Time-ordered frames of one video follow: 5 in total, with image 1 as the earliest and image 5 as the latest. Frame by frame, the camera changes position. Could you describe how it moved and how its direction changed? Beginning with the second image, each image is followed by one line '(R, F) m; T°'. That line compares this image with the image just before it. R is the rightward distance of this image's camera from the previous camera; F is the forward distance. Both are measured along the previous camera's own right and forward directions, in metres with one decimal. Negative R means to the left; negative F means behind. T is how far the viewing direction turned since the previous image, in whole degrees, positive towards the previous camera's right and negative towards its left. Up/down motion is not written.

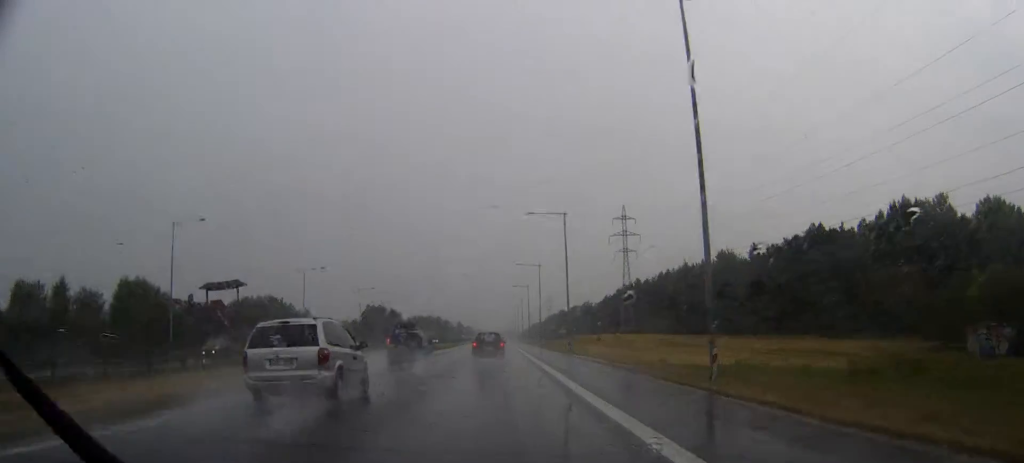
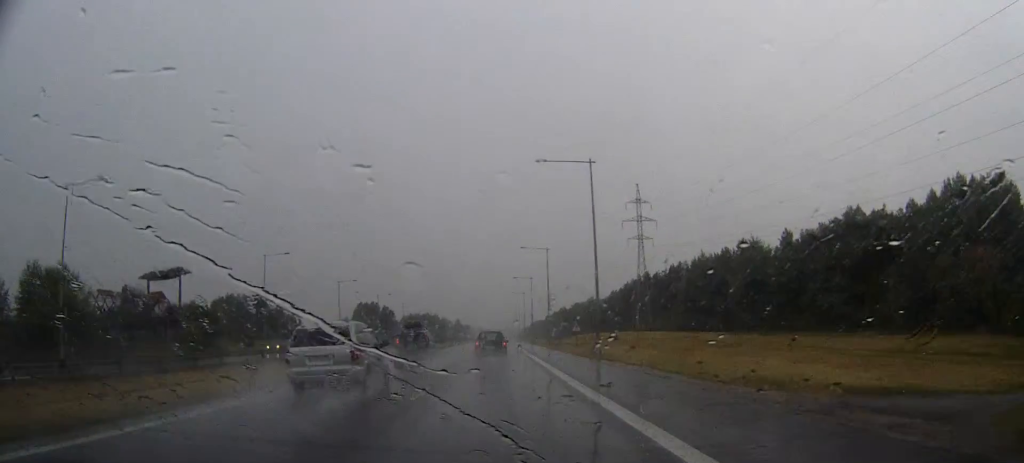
(0.0, +19.3) m; 0°
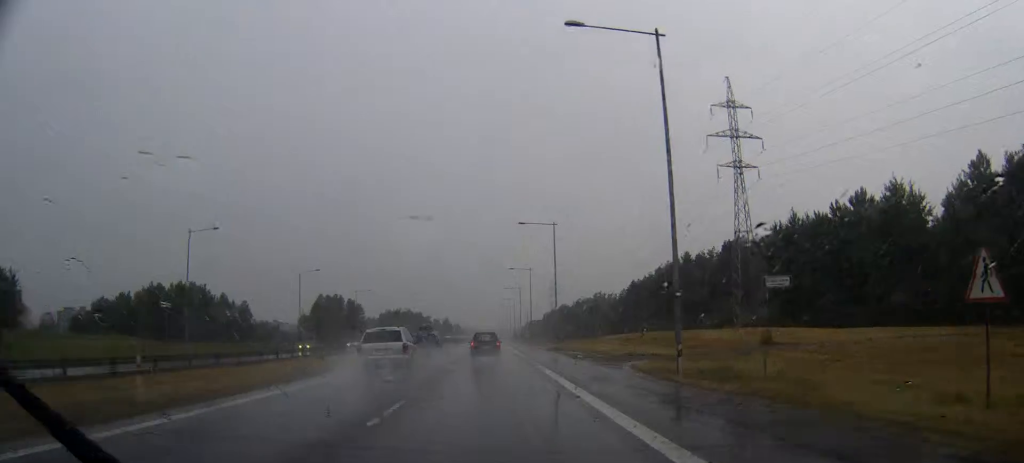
(+0.2, +67.1) m; +1°
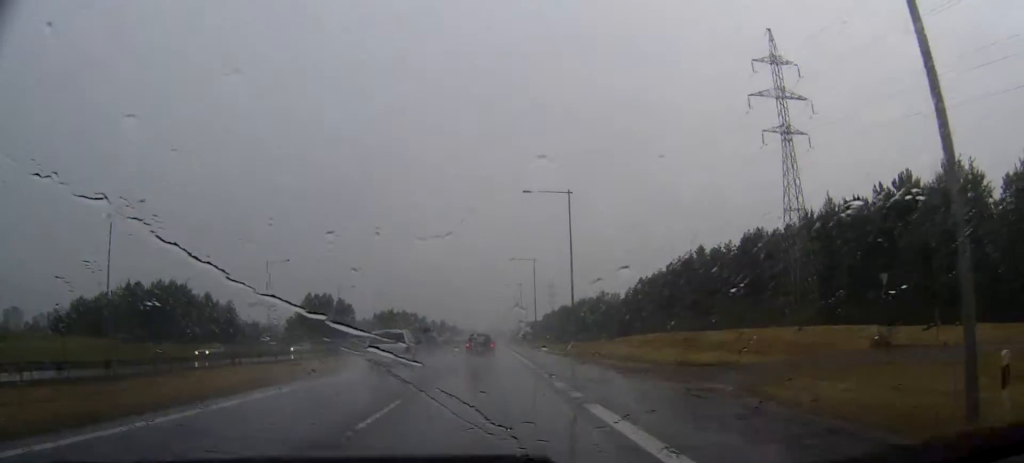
(0.0, +16.2) m; 0°
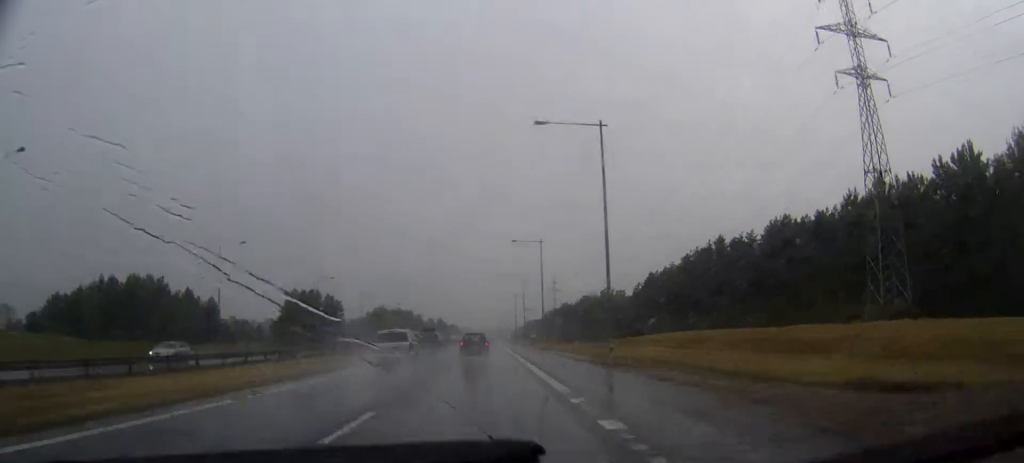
(0.0, +17.5) m; 0°
